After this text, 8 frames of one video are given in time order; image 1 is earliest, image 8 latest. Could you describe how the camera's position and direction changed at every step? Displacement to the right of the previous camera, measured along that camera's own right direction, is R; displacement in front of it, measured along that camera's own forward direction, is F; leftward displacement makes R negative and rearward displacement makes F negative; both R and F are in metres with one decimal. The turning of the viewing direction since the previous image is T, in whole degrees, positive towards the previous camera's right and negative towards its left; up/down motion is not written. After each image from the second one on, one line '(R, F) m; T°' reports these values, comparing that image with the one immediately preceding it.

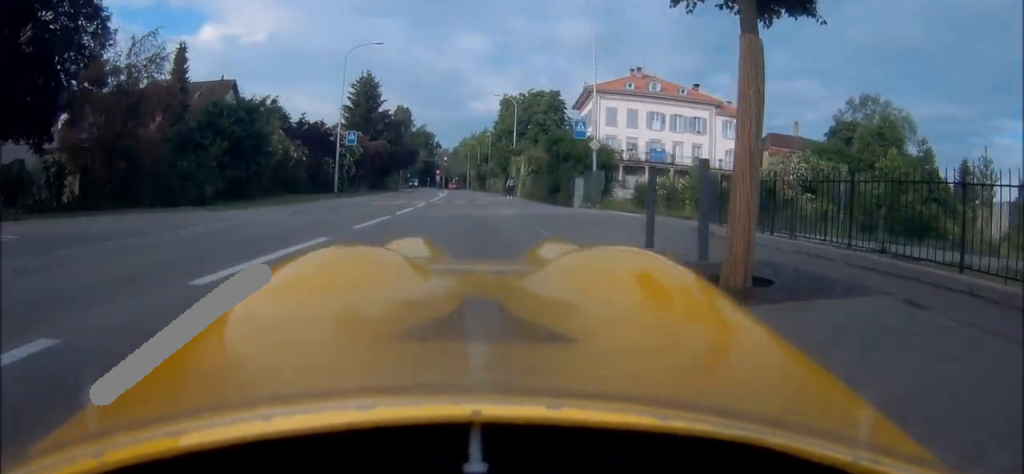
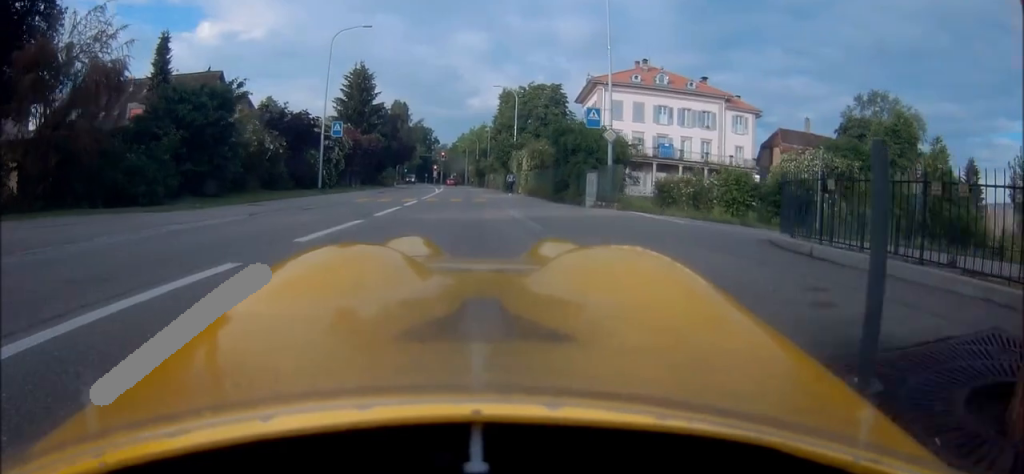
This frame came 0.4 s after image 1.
(-0.1, +3.3) m; 0°
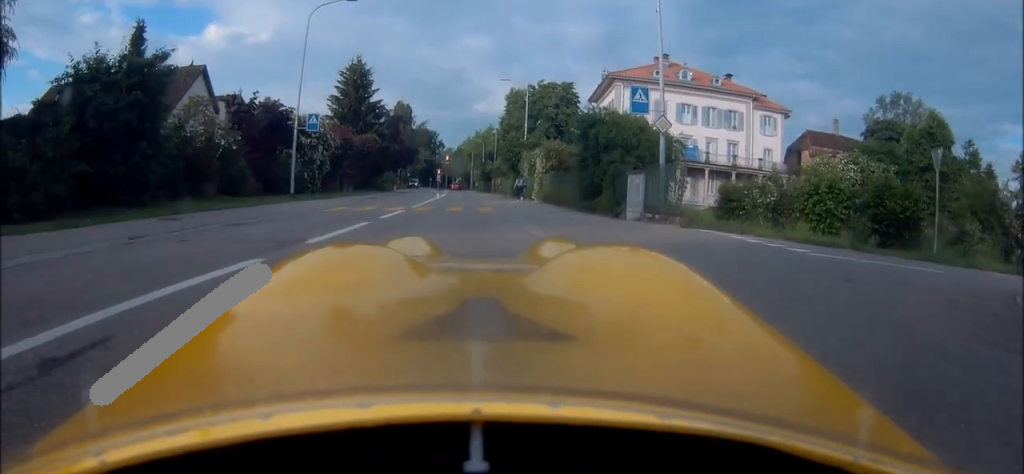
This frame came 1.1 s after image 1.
(+0.2, +5.7) m; 0°
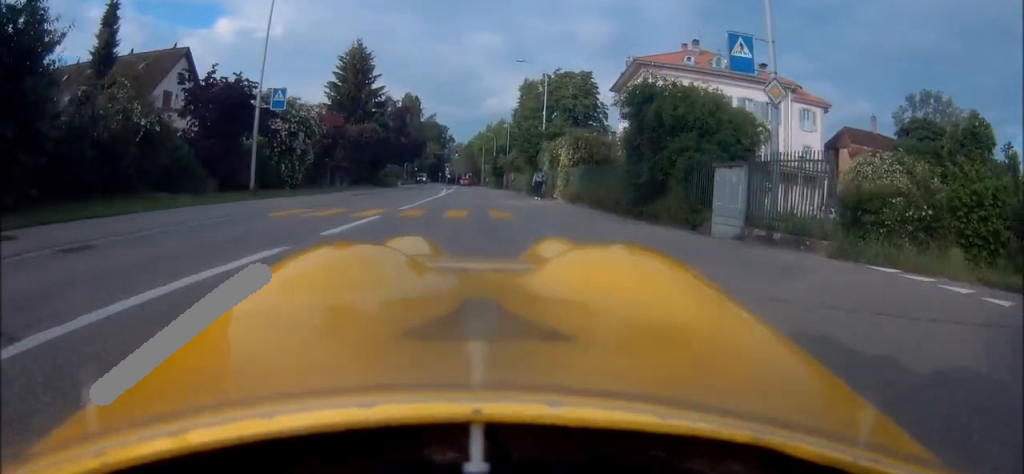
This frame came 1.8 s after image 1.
(0.0, +6.0) m; 0°
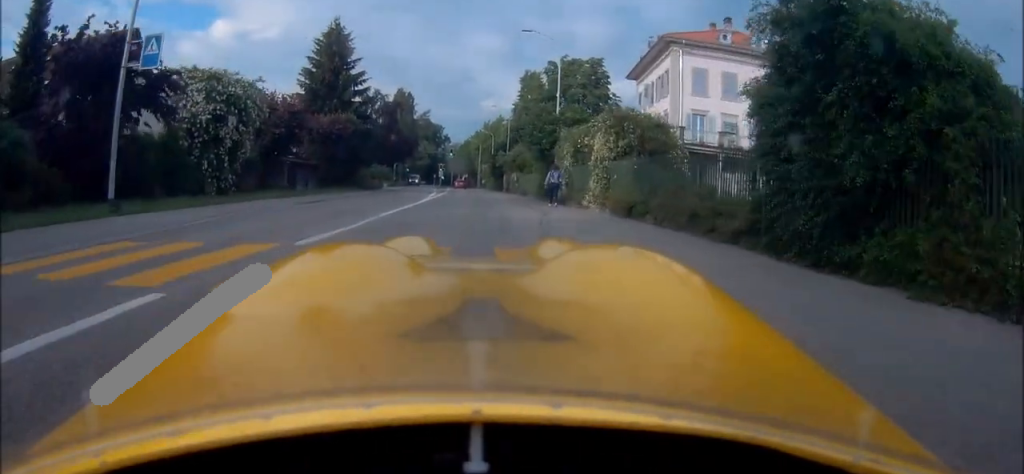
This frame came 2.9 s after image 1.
(0.0, +8.7) m; +2°
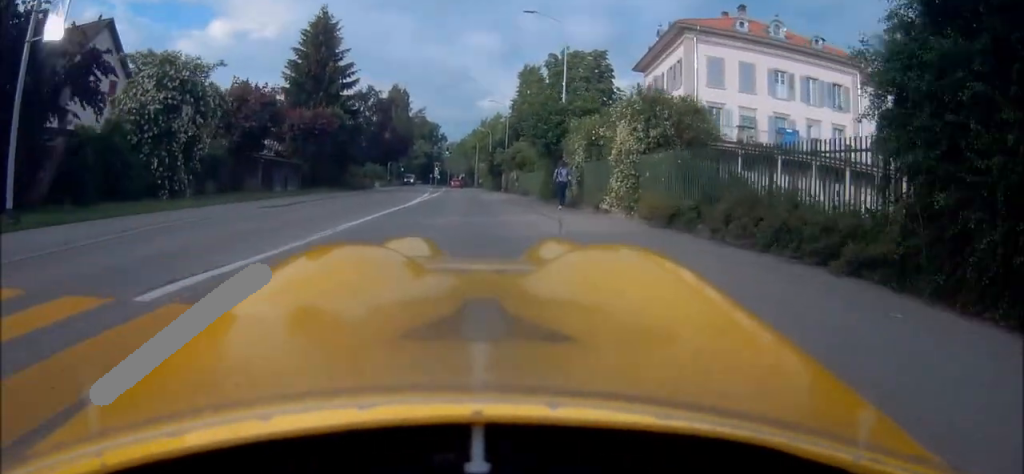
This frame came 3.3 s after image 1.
(0.0, +3.5) m; +1°
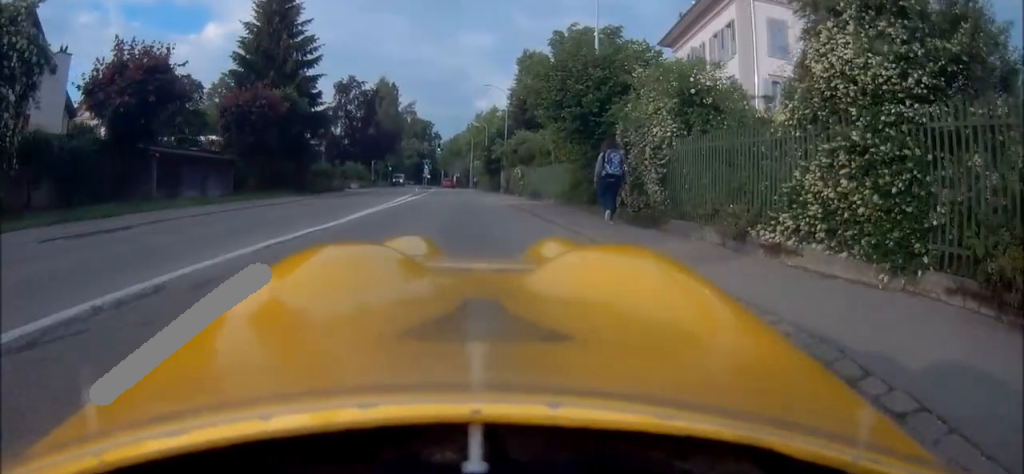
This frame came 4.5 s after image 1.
(+0.1, +9.7) m; 0°
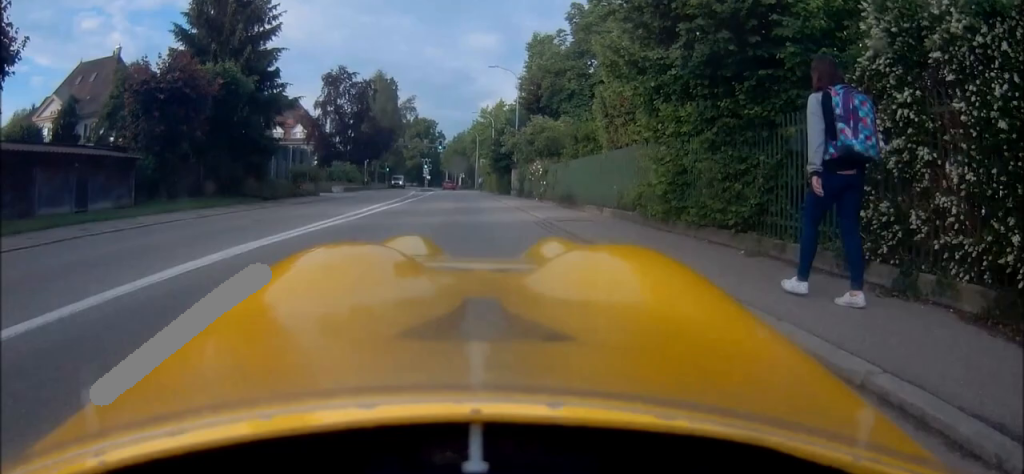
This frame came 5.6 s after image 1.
(-0.1, +8.9) m; +1°
